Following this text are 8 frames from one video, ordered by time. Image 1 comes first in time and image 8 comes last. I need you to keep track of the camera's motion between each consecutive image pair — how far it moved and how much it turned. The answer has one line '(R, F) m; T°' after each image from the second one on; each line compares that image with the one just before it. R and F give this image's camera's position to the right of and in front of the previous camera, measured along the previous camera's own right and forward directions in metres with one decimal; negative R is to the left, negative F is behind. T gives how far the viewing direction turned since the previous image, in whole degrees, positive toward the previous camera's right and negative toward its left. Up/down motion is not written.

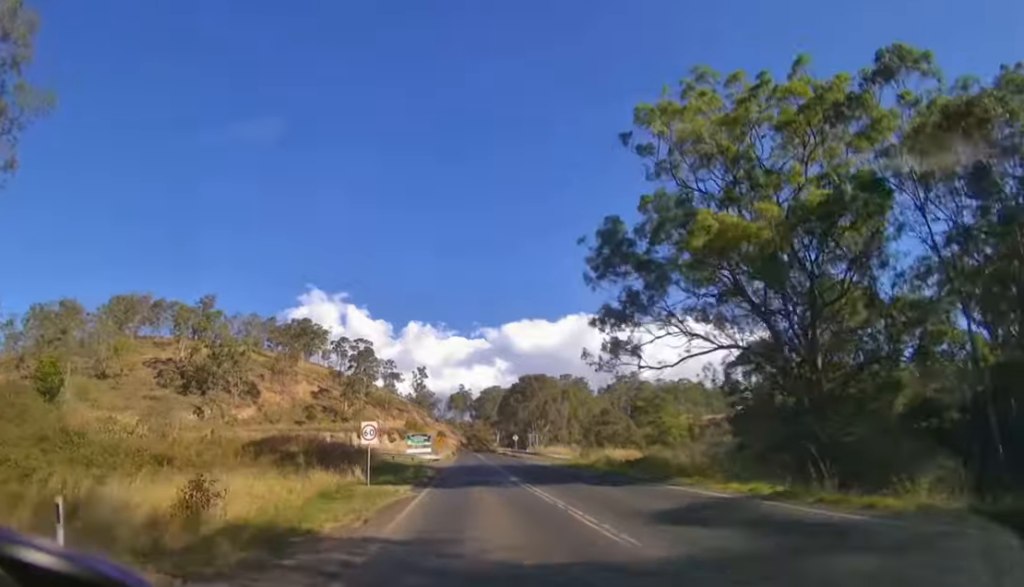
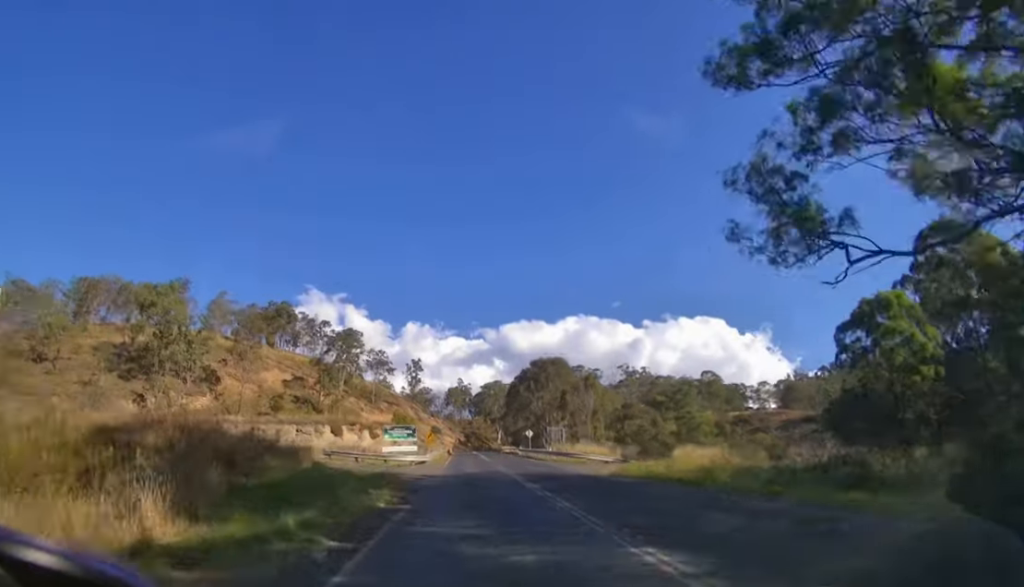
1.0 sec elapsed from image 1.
(-0.1, +14.4) m; 0°
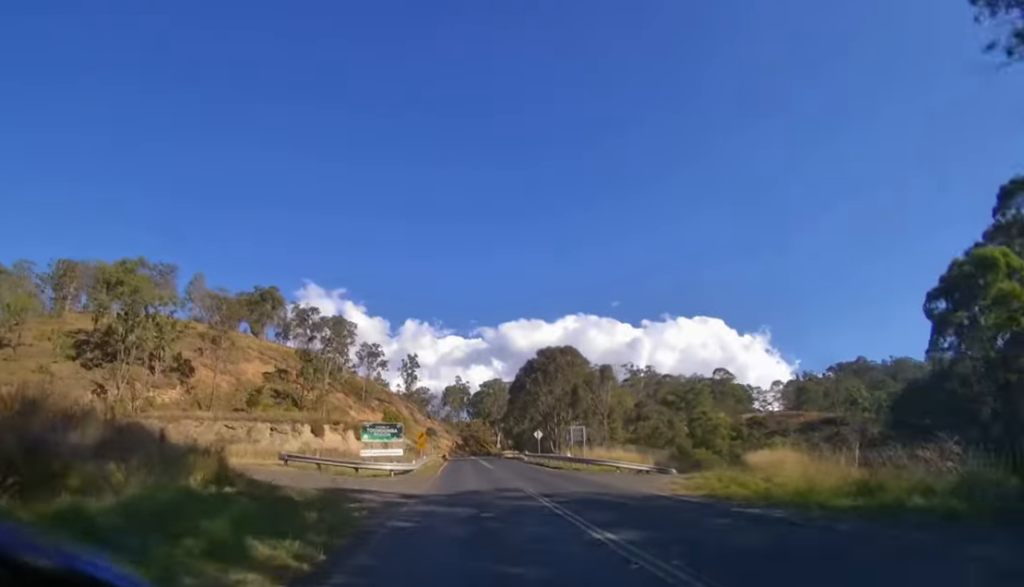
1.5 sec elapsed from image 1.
(0.0, +7.6) m; 0°
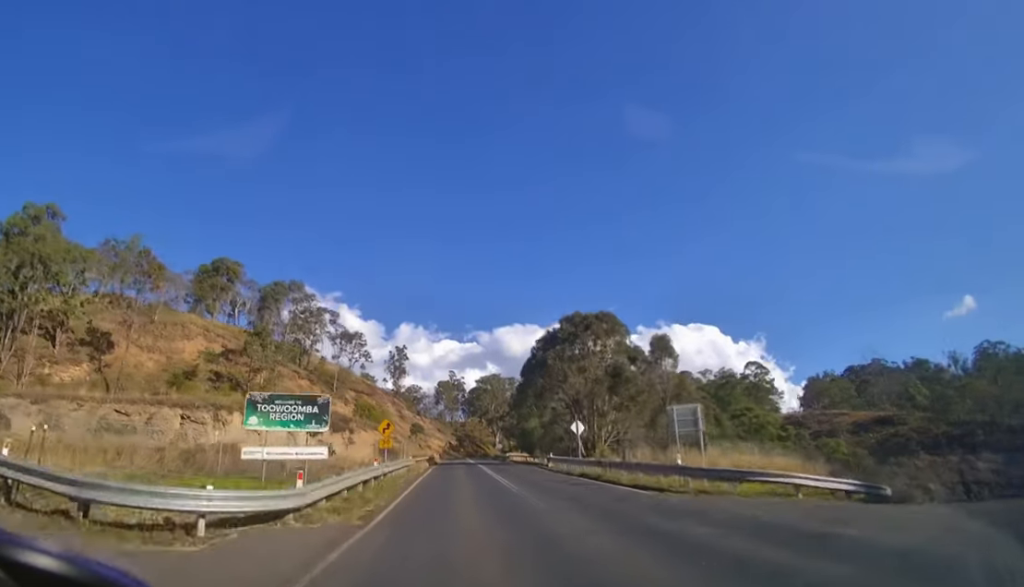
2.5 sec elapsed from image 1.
(0.0, +16.5) m; 0°
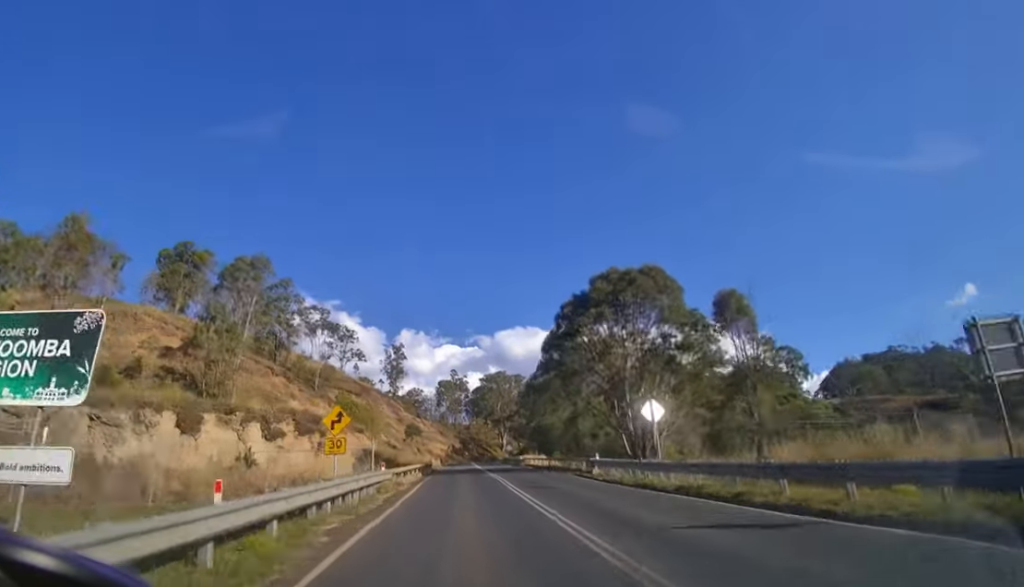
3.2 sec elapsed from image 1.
(0.0, +10.4) m; 0°
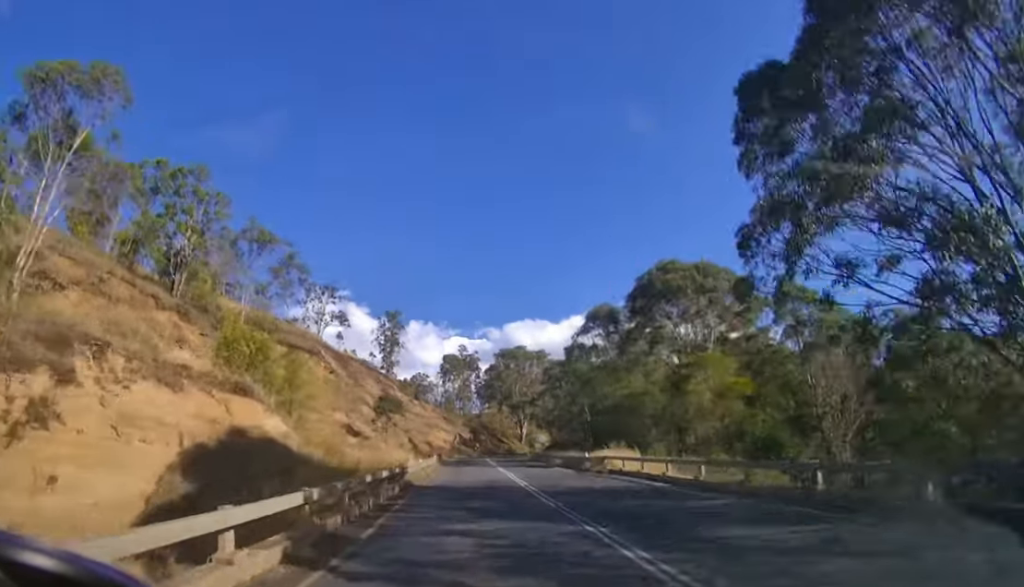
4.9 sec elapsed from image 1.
(-0.1, +26.5) m; -1°
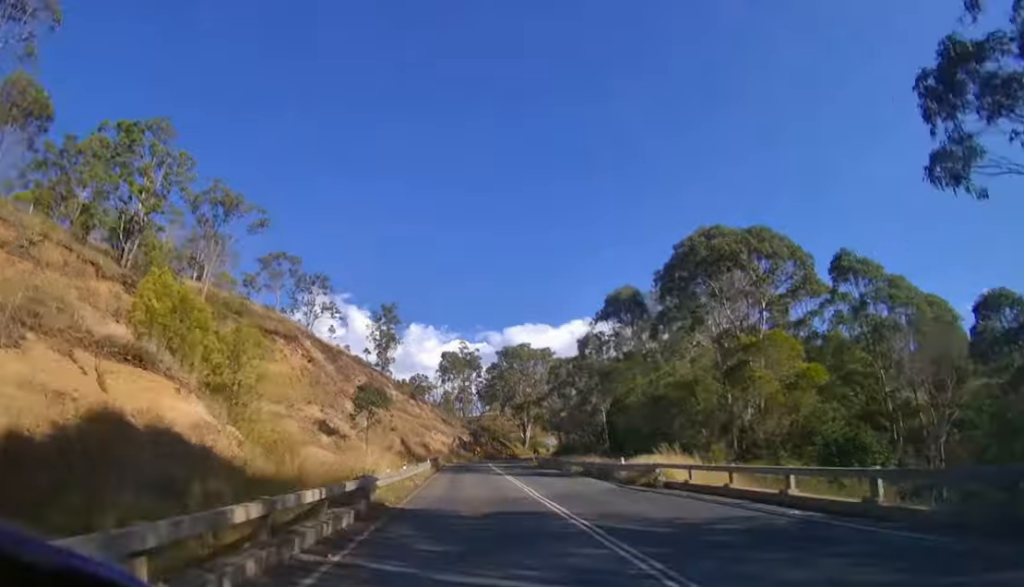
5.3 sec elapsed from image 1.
(0.0, +6.9) m; 0°
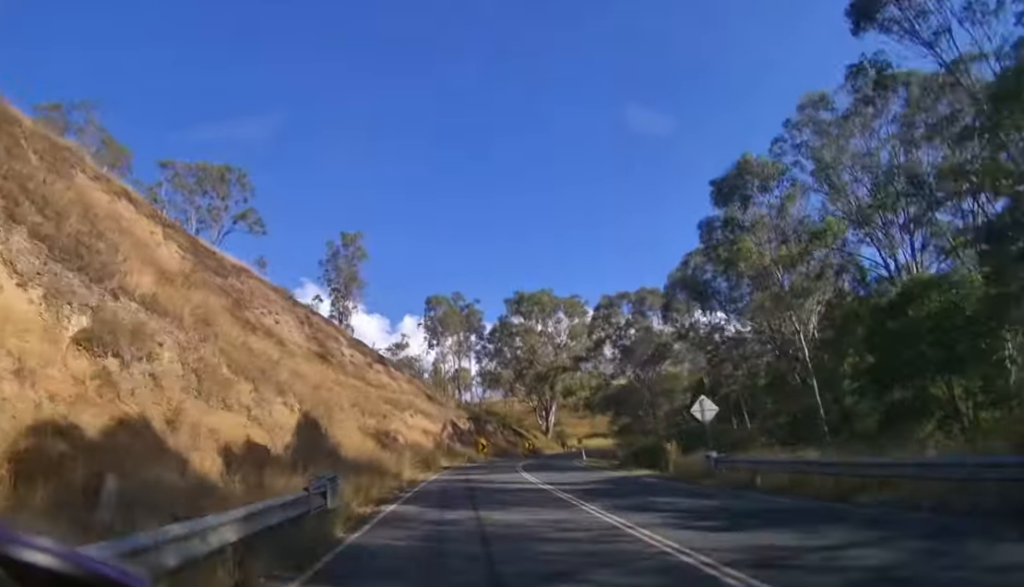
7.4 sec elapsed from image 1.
(-0.1, +34.6) m; 0°
